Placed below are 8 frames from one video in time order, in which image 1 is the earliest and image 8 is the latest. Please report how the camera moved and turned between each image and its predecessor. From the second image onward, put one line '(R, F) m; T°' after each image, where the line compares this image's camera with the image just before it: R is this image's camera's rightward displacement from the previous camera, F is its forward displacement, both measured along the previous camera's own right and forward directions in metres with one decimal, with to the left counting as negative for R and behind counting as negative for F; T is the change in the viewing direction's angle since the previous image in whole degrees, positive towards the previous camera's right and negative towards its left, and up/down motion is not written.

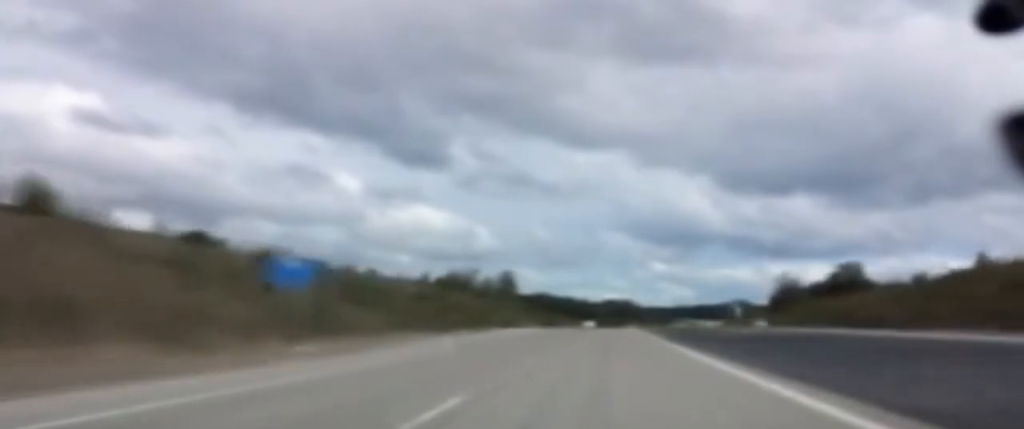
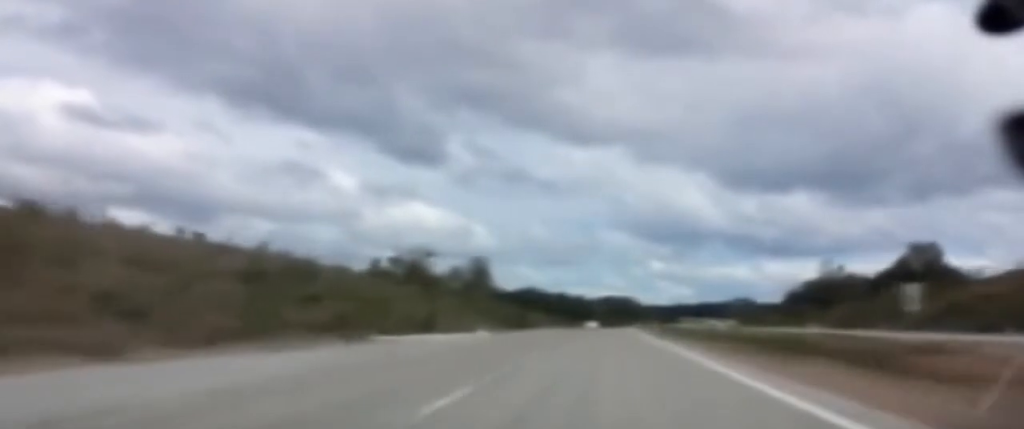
(+0.1, +54.7) m; 0°
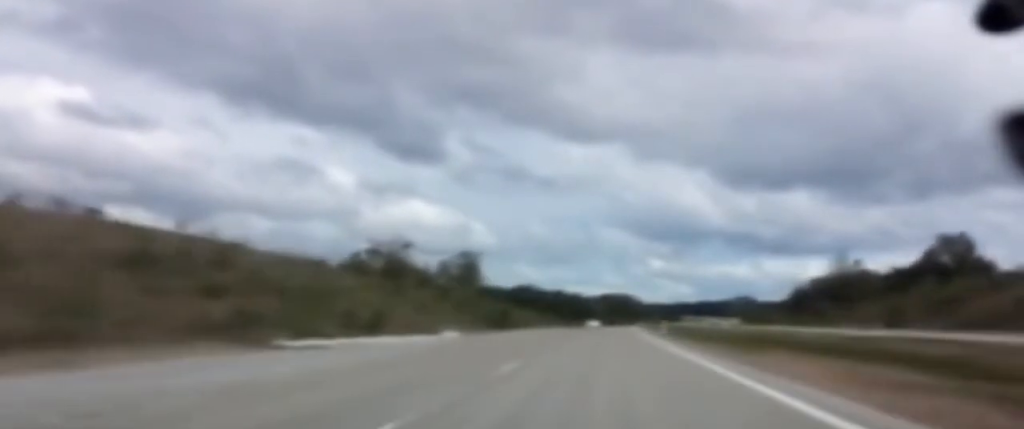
(-0.1, +15.2) m; 0°
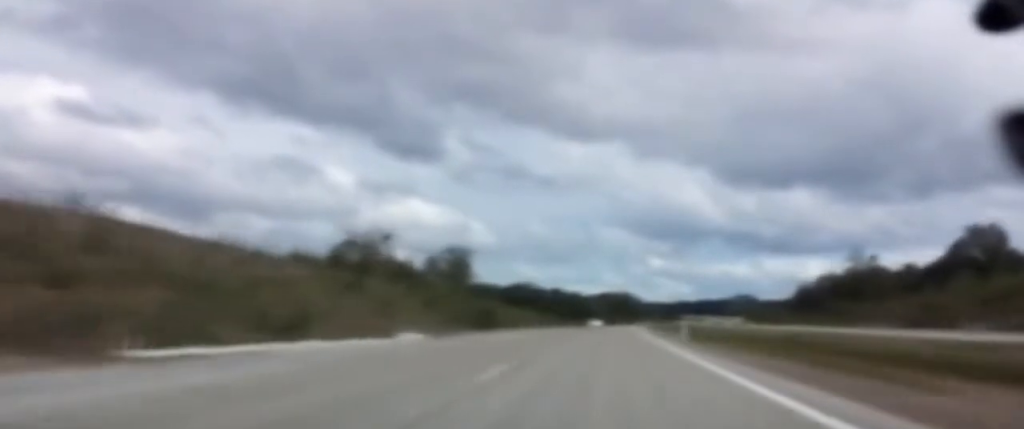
(+0.1, +13.2) m; 0°
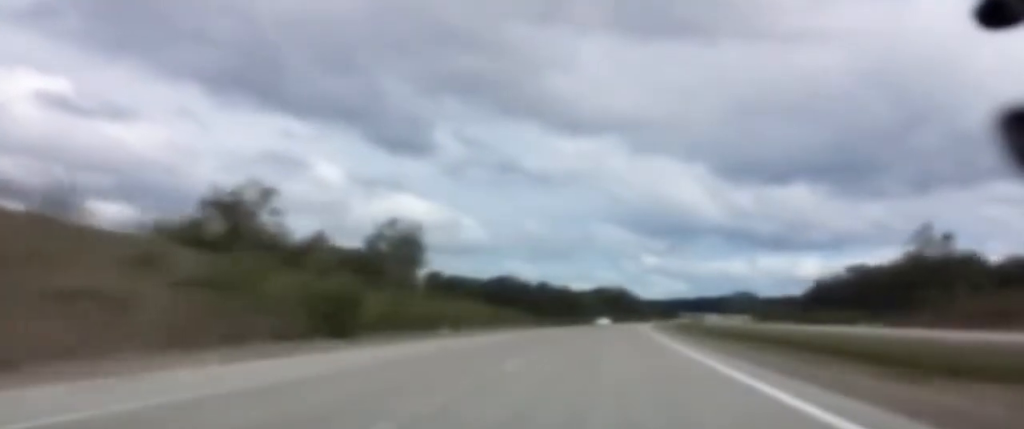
(-0.6, +43.5) m; -1°
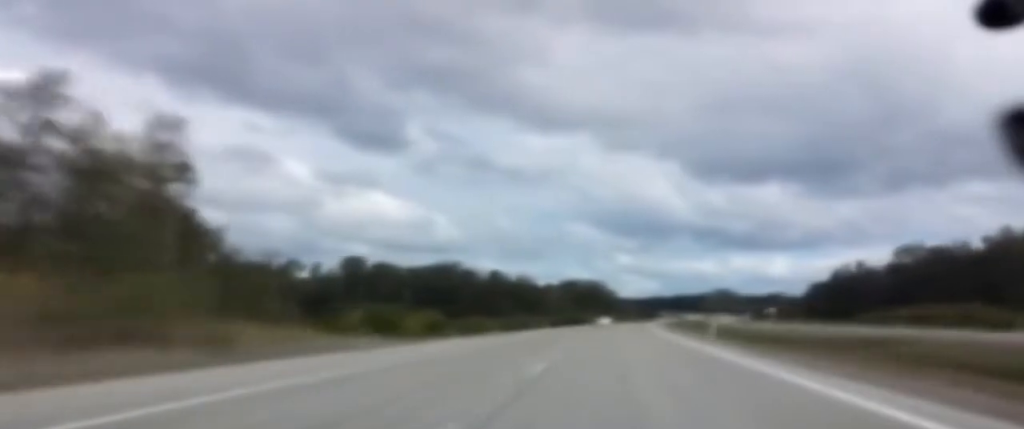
(+2.5, +79.8) m; +3°
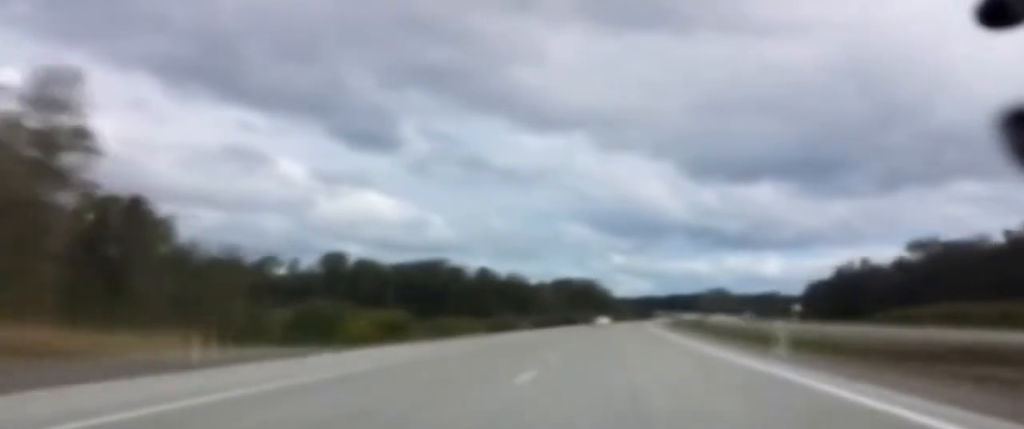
(-0.2, +14.4) m; +1°
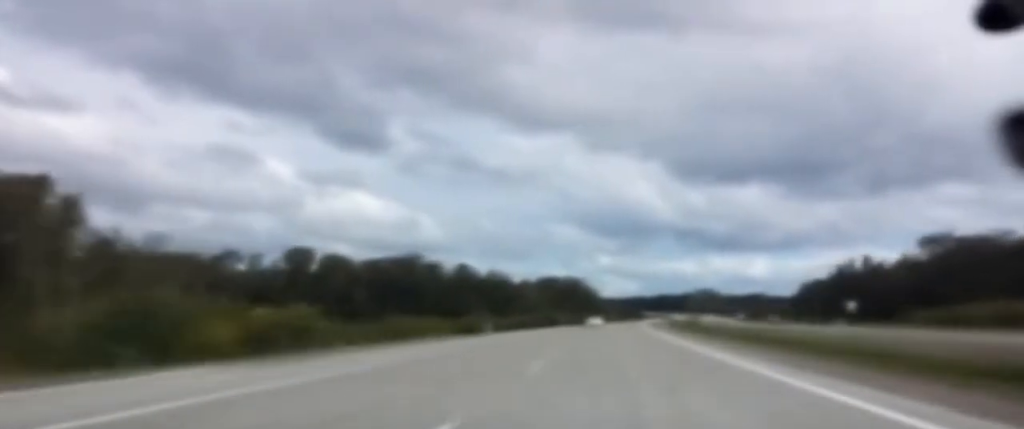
(+0.3, +19.5) m; 0°
